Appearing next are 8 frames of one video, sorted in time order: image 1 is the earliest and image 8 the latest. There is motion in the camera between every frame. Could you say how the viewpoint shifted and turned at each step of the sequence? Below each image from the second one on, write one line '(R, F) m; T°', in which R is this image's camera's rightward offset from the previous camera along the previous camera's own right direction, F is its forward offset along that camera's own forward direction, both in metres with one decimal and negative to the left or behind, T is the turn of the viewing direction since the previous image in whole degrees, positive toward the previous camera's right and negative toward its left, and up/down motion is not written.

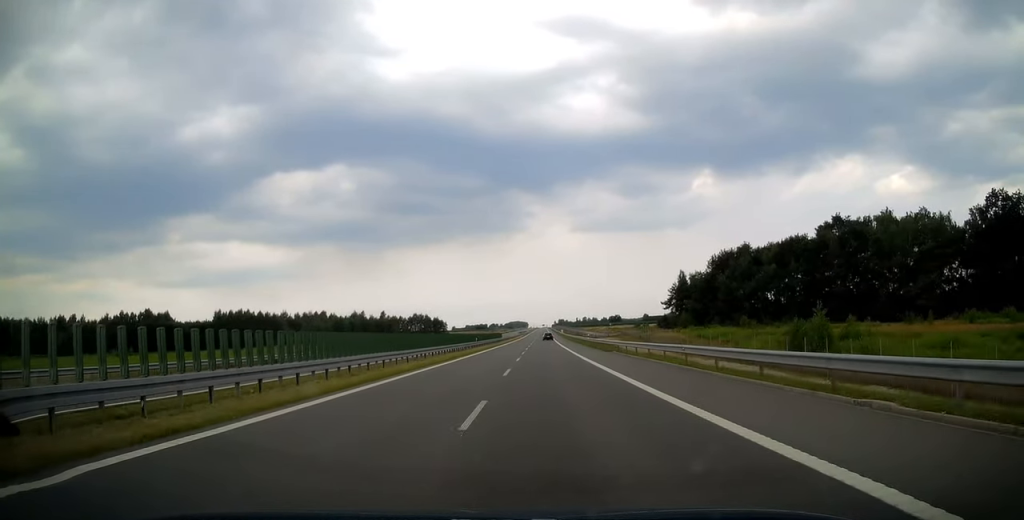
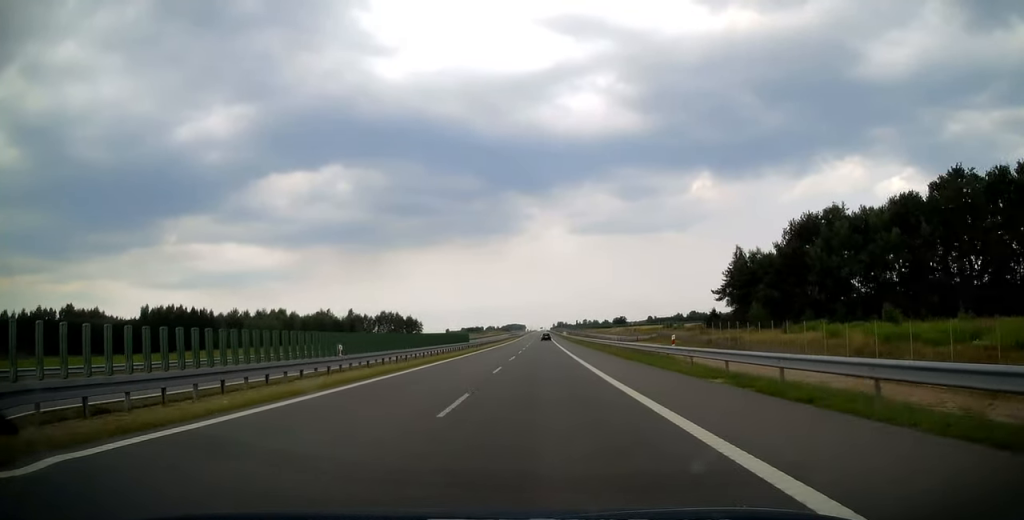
(+0.3, +46.5) m; 0°
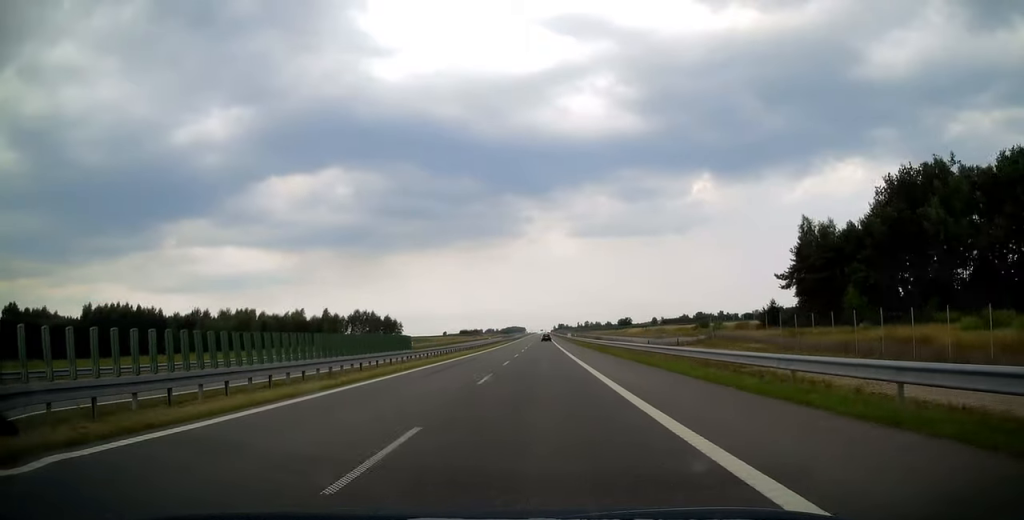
(-0.2, +29.0) m; 0°
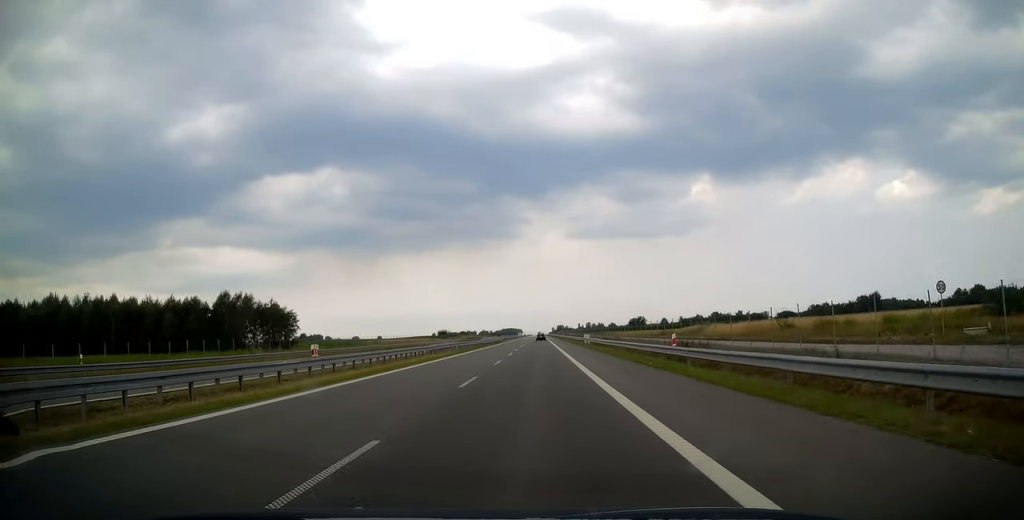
(+0.5, +73.1) m; 0°
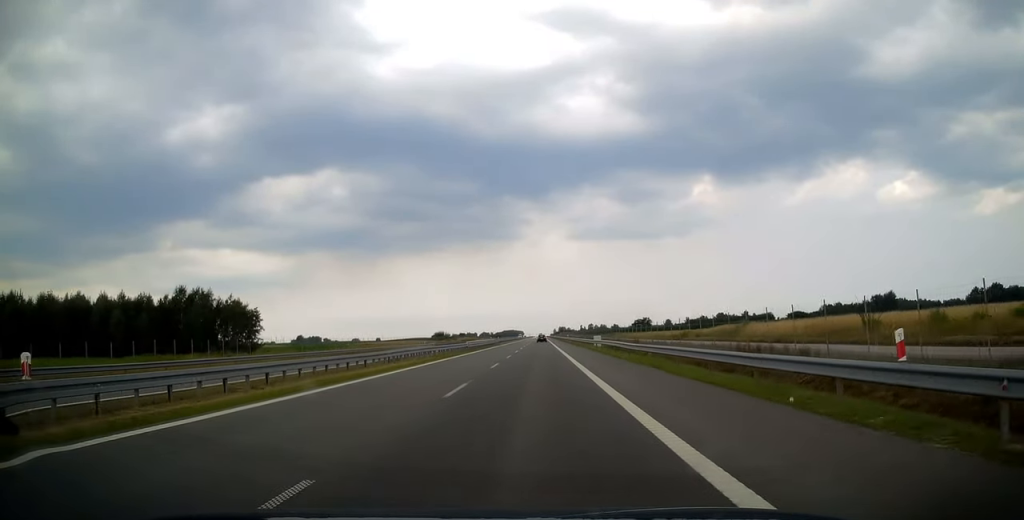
(-0.2, +14.2) m; 0°
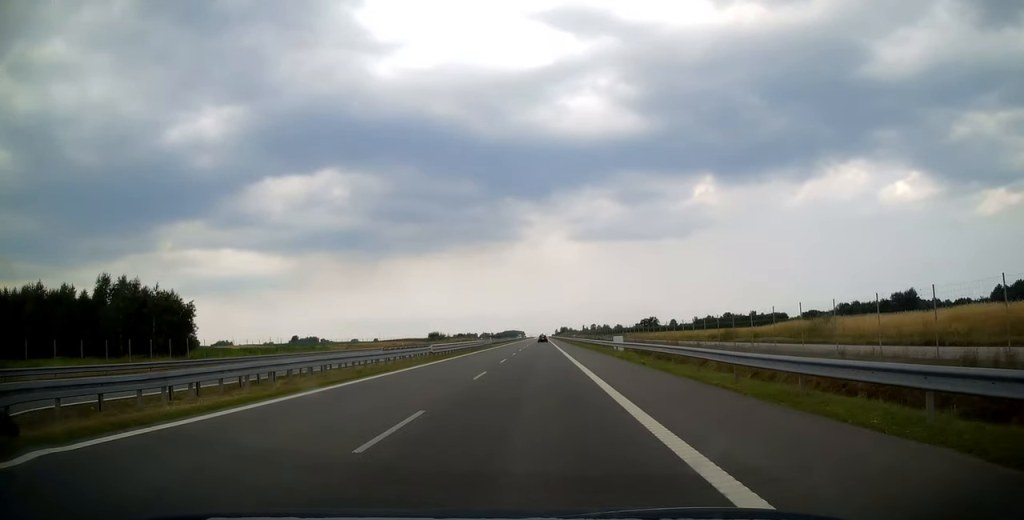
(+0.2, +18.5) m; 0°
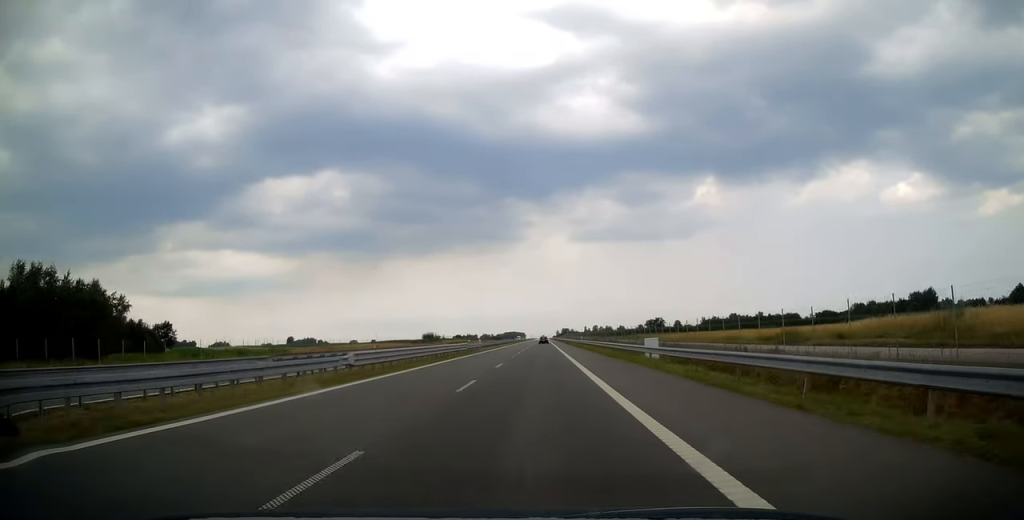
(+0.1, +15.8) m; 0°
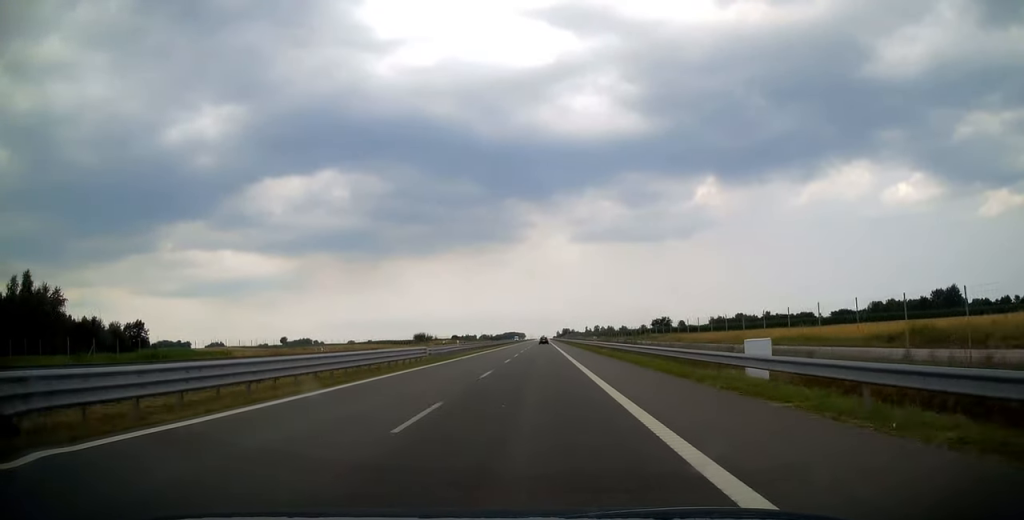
(0.0, +18.5) m; 0°
